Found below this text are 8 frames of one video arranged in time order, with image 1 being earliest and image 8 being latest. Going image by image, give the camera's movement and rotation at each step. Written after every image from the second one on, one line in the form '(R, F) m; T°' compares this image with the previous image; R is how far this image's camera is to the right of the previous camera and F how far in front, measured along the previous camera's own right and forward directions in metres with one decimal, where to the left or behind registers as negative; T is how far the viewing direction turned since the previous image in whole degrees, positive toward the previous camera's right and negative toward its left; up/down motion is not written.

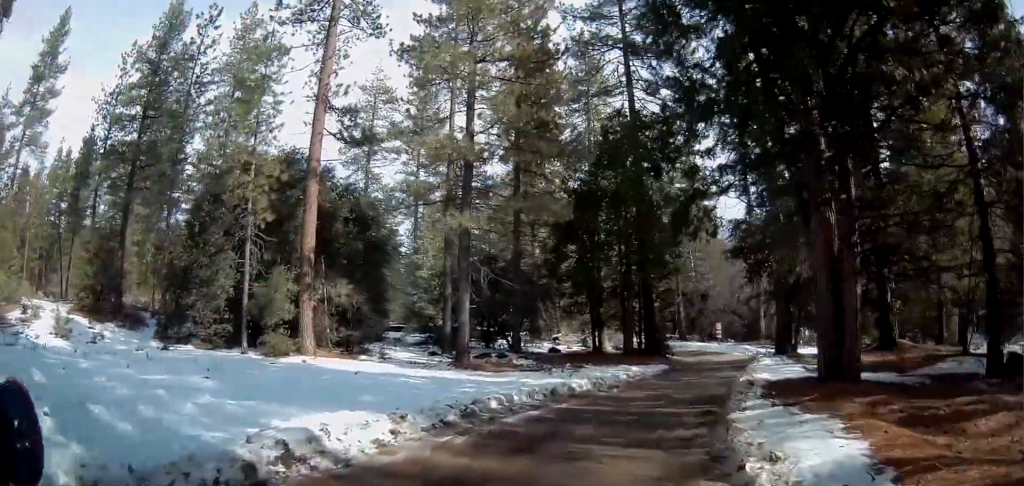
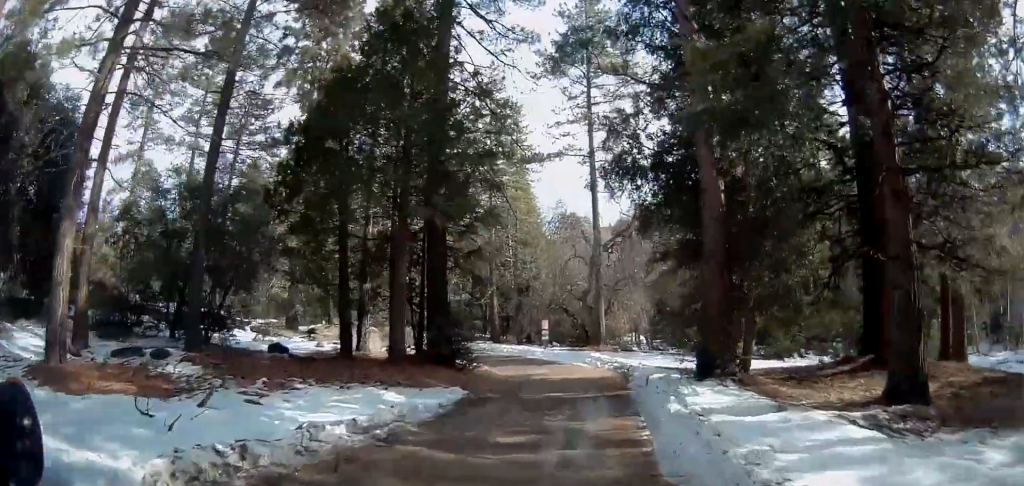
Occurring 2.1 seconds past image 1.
(+2.5, +15.7) m; +16°
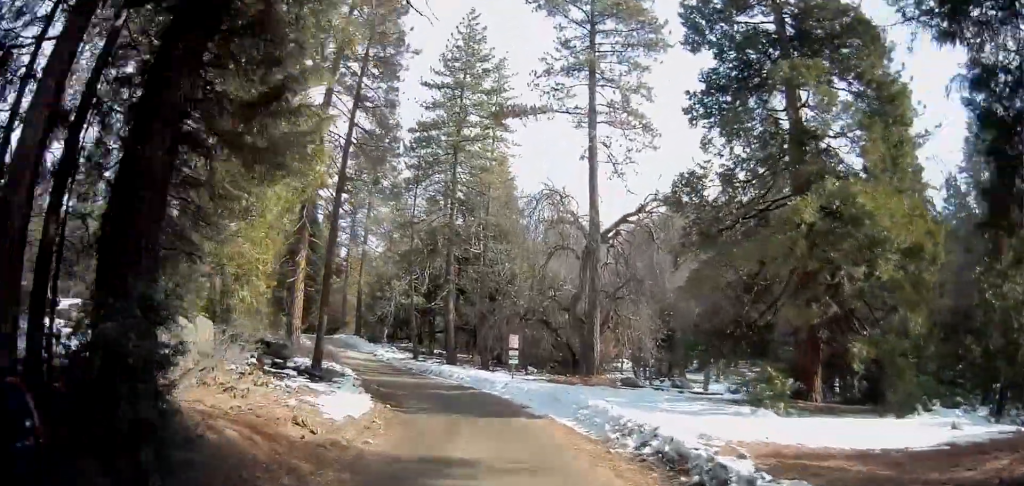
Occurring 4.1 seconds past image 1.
(+0.2, +14.7) m; -2°
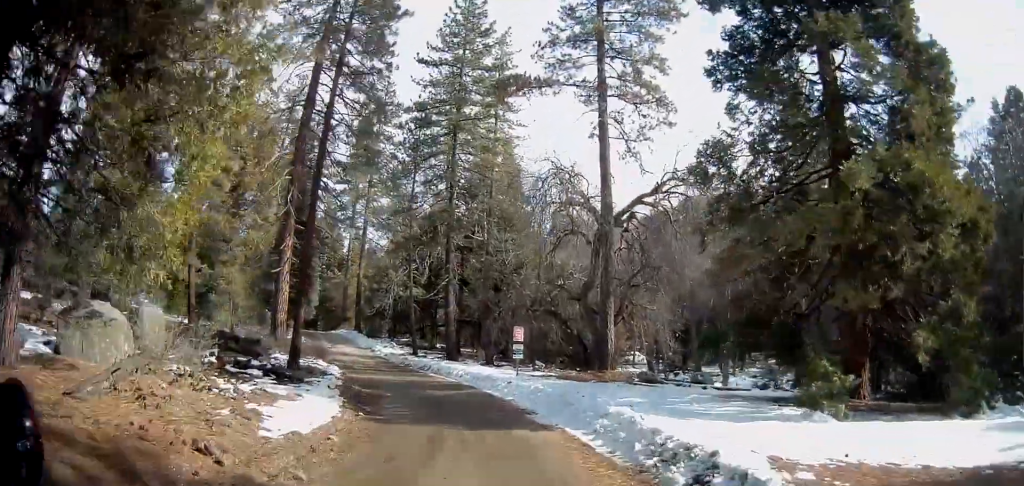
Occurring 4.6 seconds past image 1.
(0.0, +3.3) m; -2°
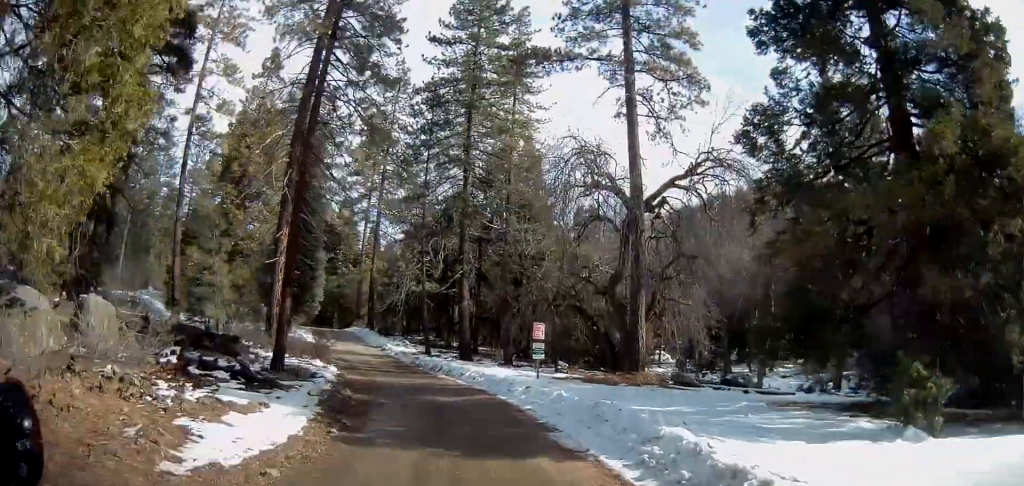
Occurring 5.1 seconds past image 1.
(-0.2, +3.3) m; -1°
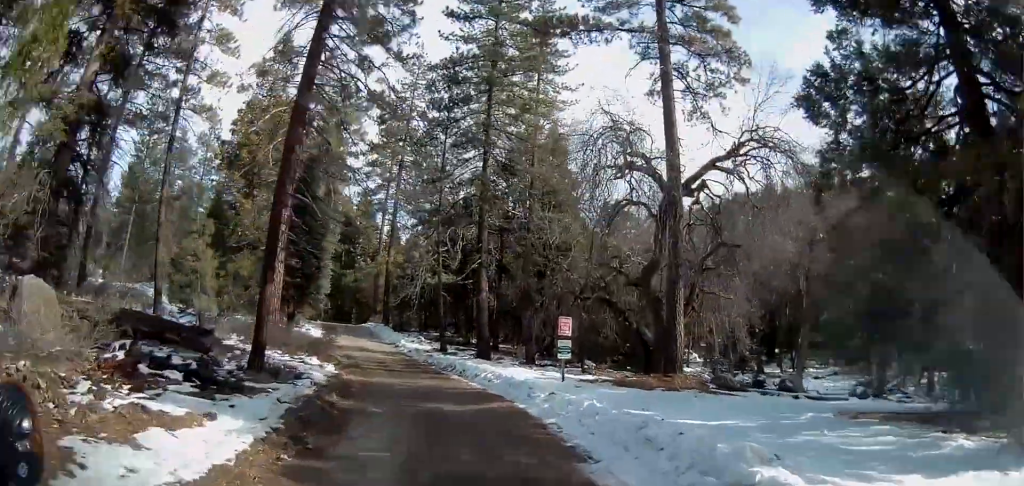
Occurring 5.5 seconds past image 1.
(-0.1, +3.3) m; -2°
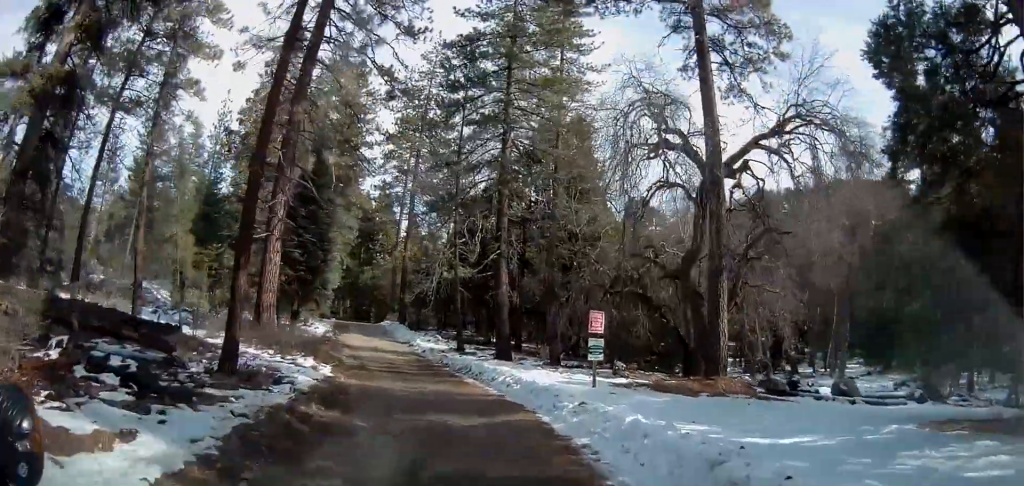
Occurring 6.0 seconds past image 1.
(0.0, +2.9) m; -2°
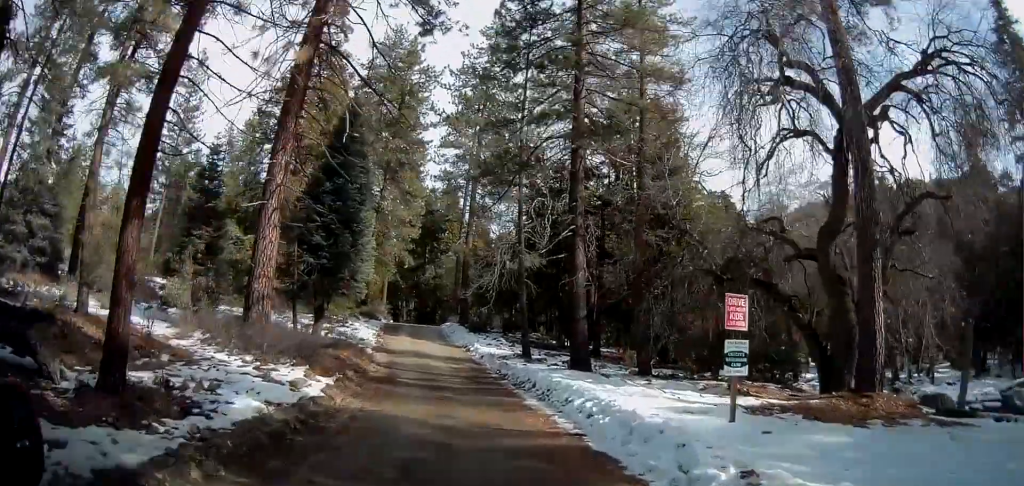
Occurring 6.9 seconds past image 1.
(-0.2, +6.3) m; -5°
